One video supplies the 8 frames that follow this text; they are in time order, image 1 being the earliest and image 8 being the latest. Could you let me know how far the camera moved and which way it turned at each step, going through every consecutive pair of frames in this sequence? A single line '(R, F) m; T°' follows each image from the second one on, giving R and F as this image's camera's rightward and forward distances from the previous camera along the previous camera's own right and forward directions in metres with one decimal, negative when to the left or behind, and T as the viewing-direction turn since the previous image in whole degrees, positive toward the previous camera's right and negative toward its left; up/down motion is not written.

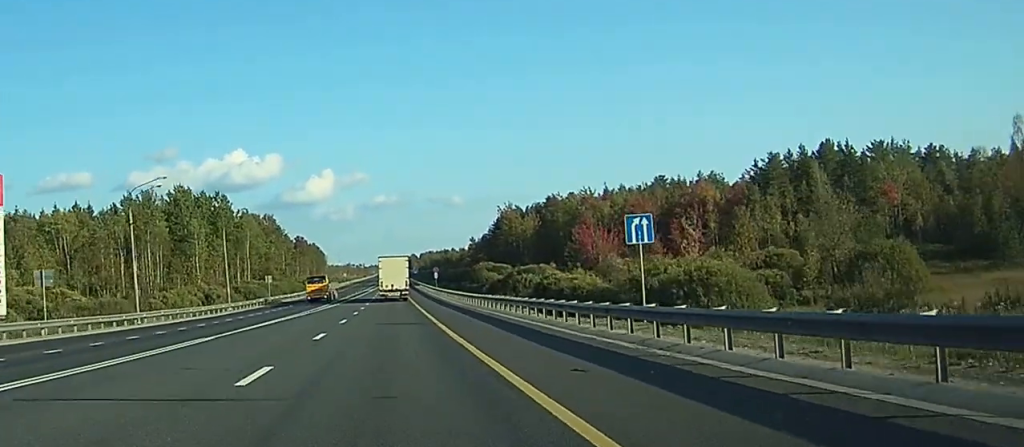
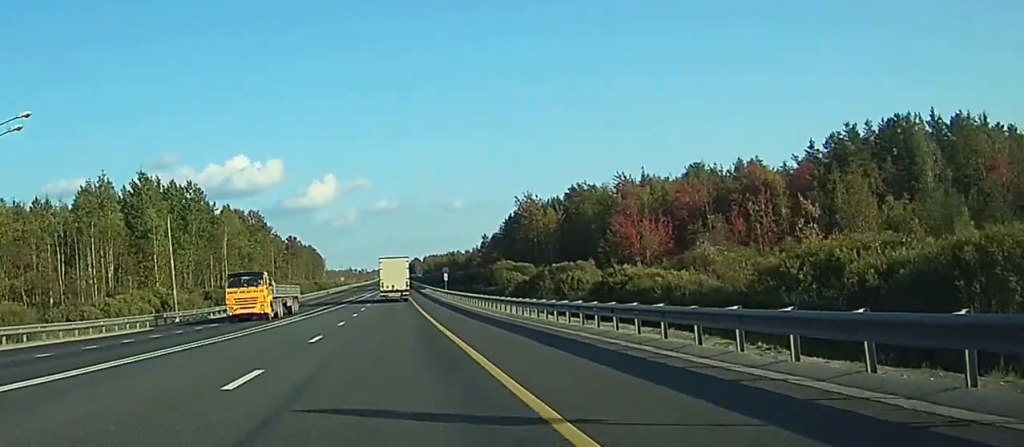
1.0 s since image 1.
(+0.1, +24.5) m; 0°
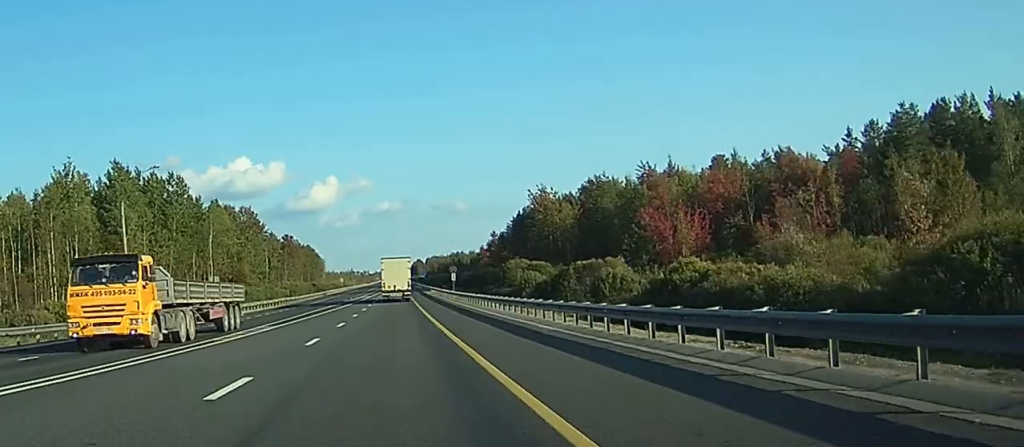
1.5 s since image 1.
(+0.1, +13.1) m; 0°
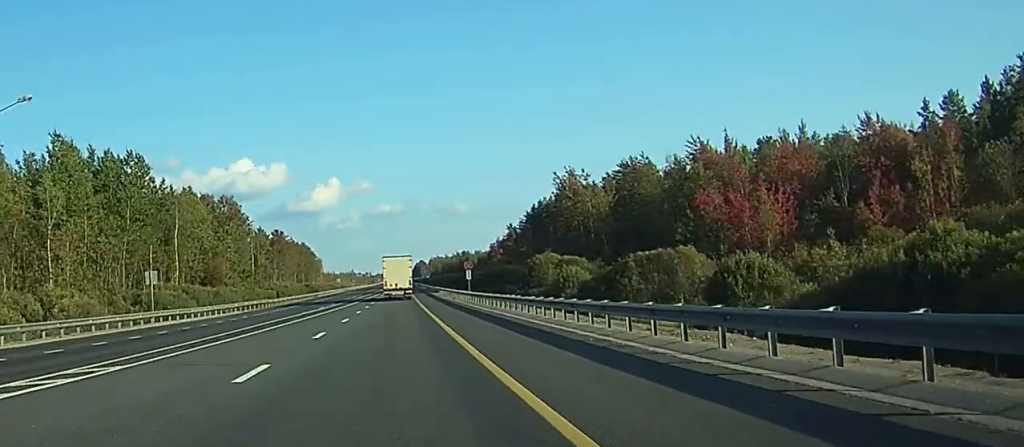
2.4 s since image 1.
(-0.2, +22.2) m; 0°
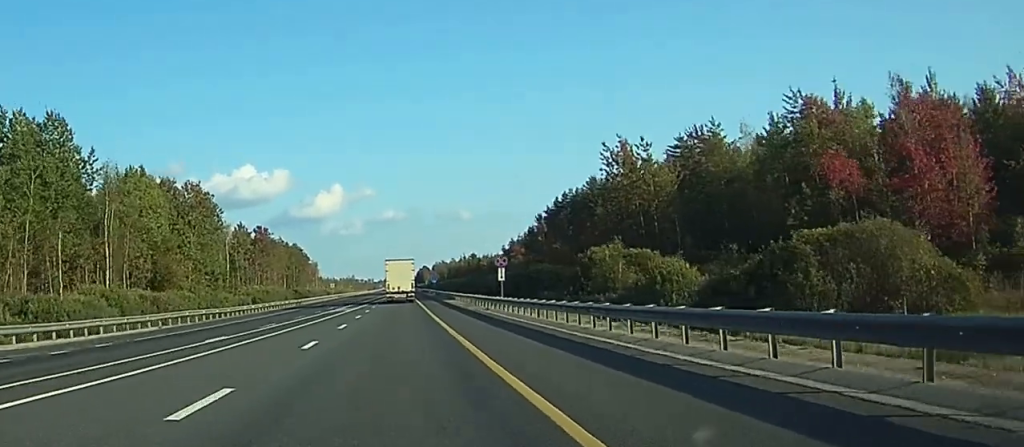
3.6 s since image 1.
(0.0, +27.9) m; 0°
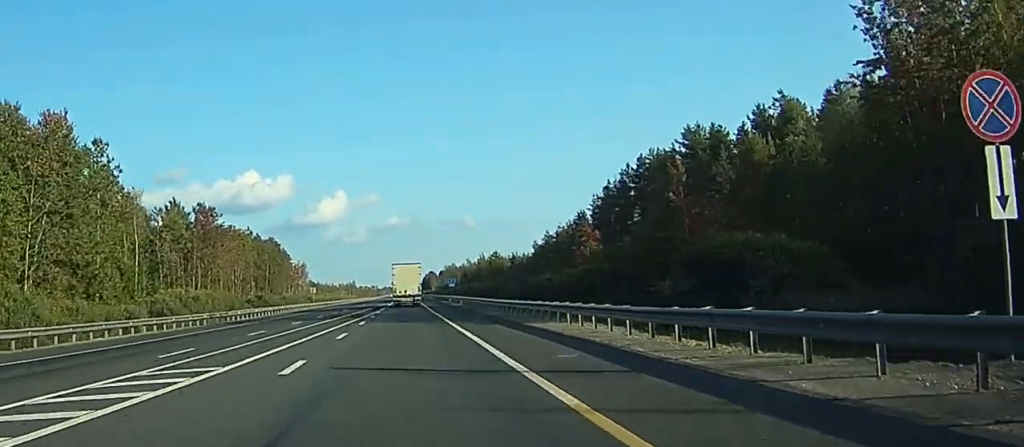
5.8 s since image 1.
(-0.1, +53.4) m; +2°
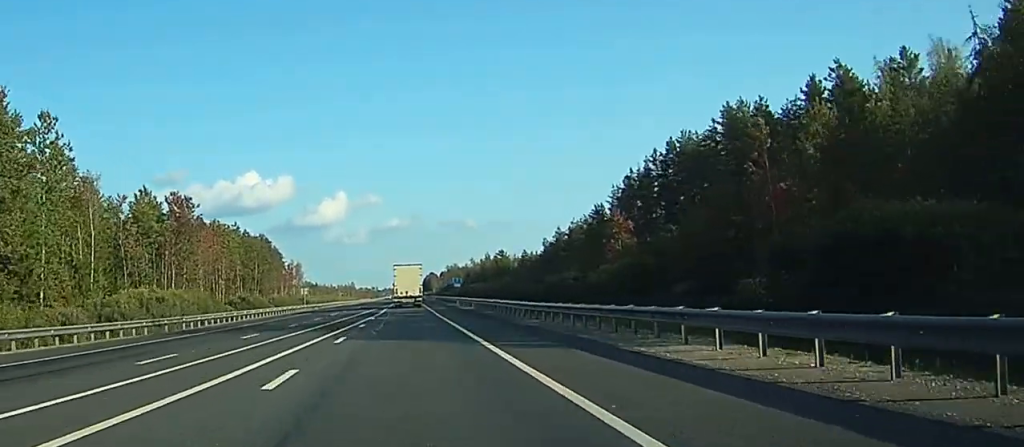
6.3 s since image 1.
(-0.5, +13.6) m; +5°
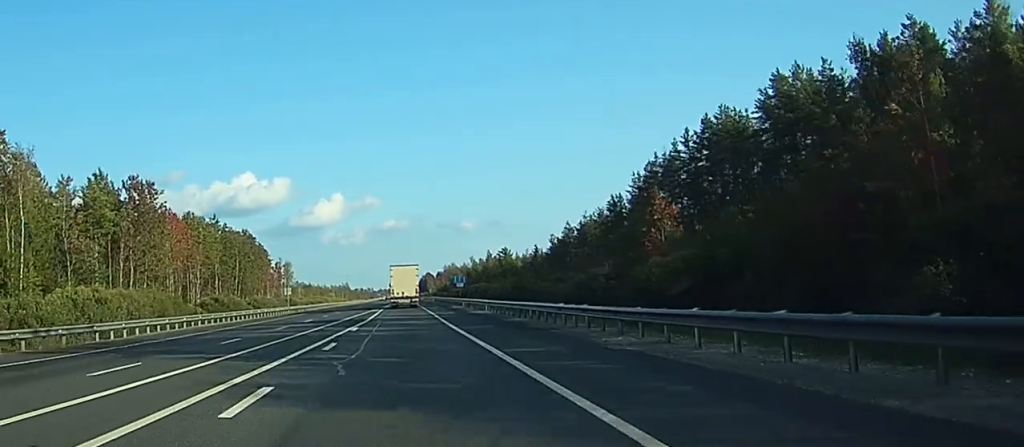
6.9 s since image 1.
(+1.1, +14.0) m; -1°
